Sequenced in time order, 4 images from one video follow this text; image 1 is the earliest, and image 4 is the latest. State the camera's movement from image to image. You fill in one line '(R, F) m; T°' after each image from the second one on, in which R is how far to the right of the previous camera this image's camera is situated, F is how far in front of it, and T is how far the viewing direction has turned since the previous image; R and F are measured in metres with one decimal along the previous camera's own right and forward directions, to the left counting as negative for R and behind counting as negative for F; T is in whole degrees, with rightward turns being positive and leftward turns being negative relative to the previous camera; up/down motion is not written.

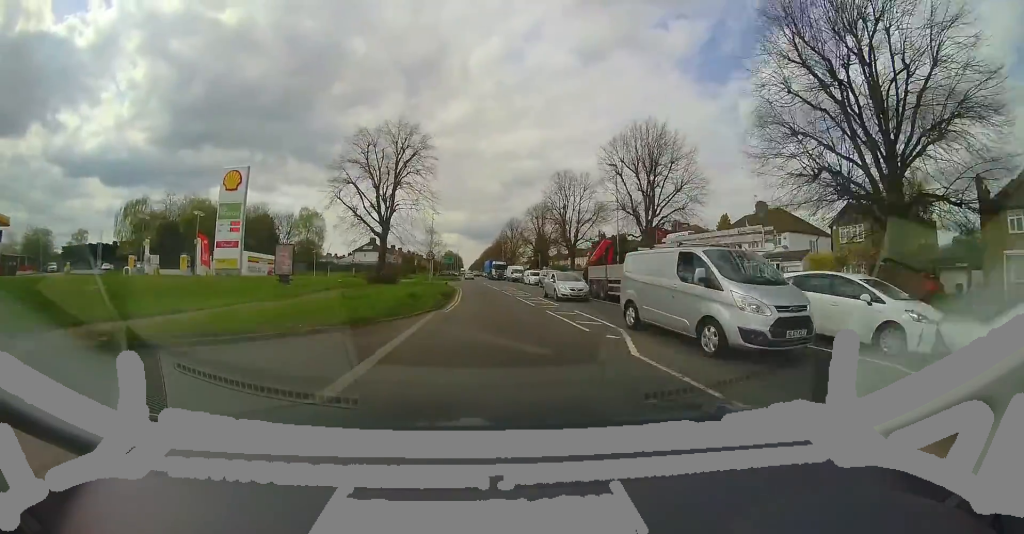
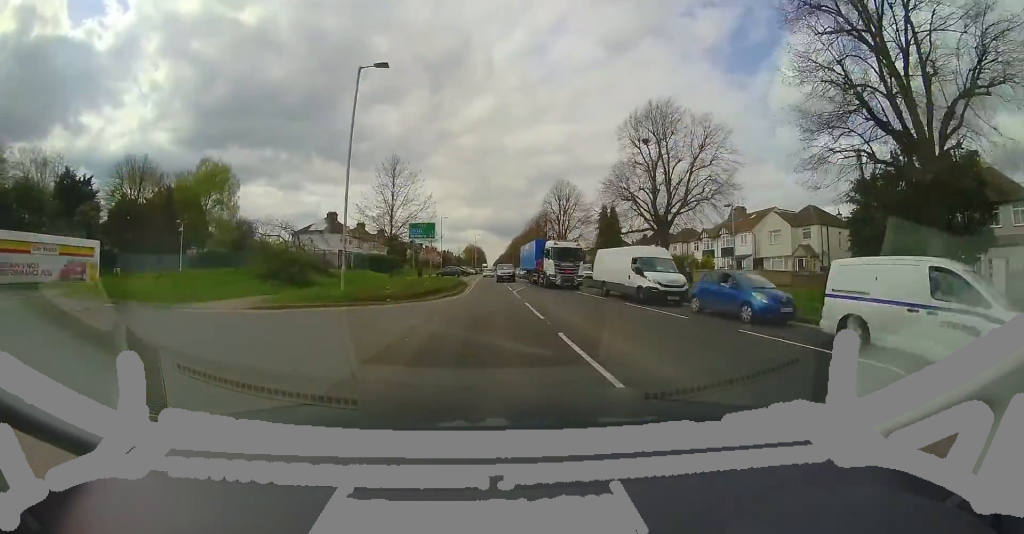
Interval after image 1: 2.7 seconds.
(-7.6, +33.8) m; -24°
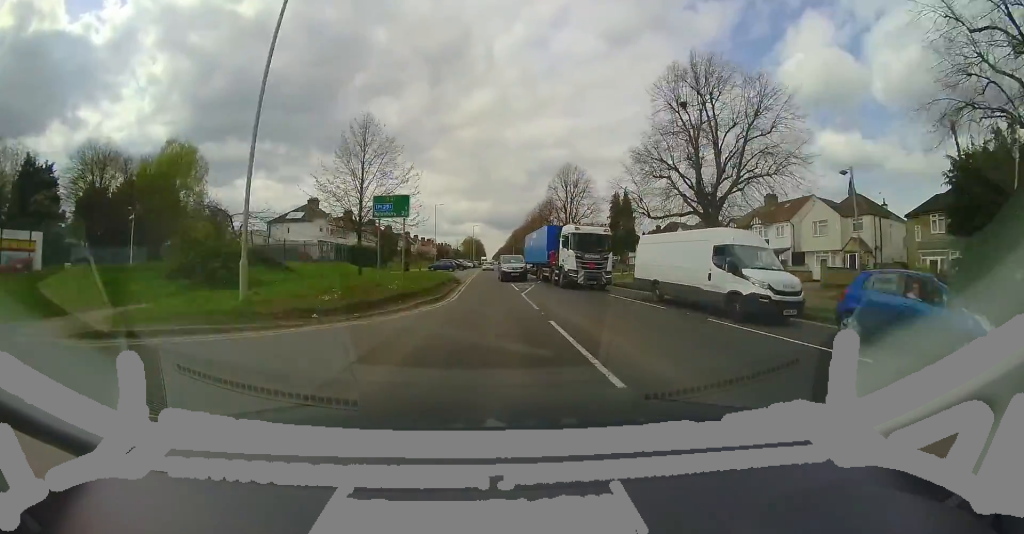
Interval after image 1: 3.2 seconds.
(-0.2, +6.2) m; -2°
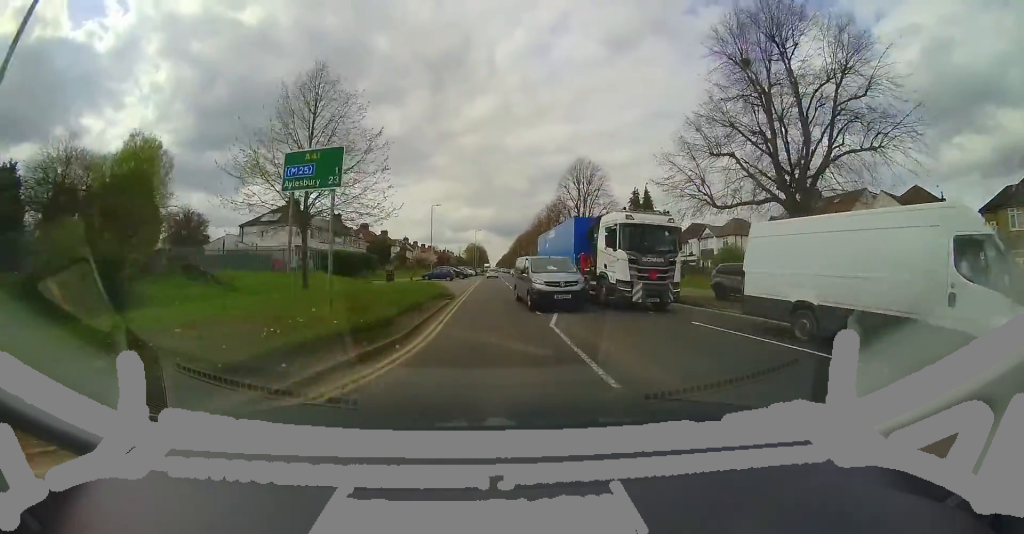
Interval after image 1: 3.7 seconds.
(+0.1, +7.9) m; 0°
